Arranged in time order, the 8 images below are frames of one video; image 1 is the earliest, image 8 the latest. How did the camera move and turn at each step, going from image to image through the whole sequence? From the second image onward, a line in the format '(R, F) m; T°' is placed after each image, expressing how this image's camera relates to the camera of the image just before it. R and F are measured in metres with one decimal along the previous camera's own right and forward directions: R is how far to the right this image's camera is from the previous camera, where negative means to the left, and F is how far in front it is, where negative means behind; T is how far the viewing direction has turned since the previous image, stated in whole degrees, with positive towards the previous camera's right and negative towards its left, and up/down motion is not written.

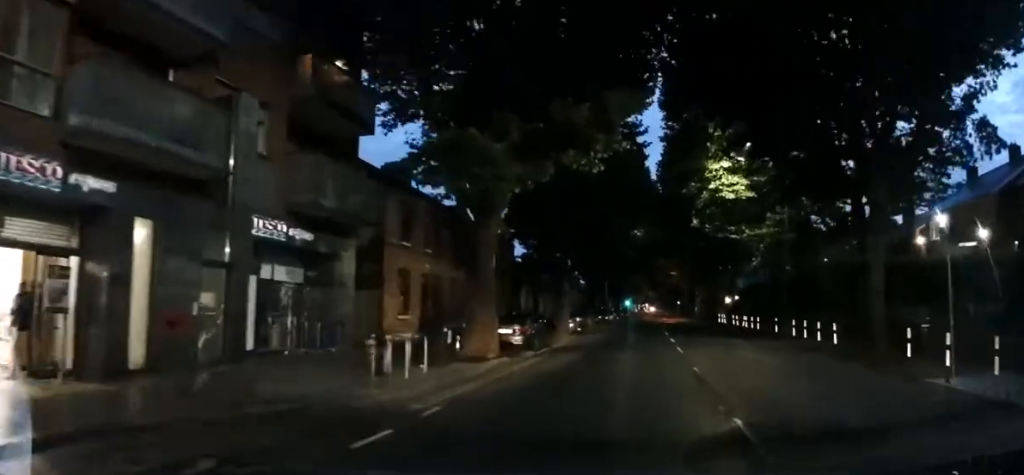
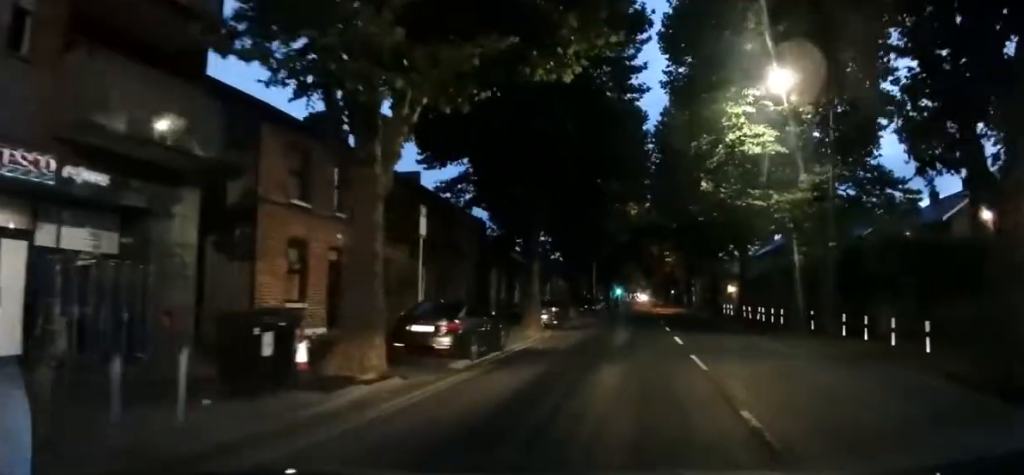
(+0.2, +7.6) m; +2°
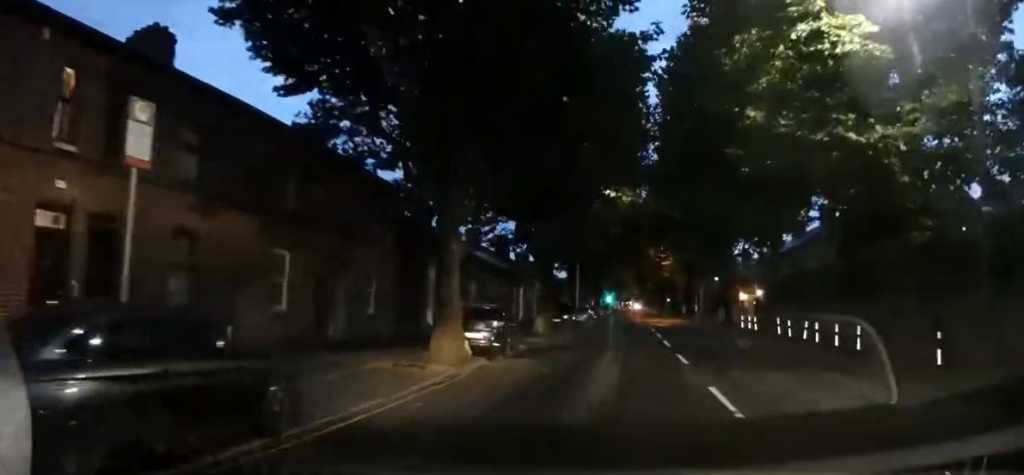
(0.0, +10.7) m; -1°
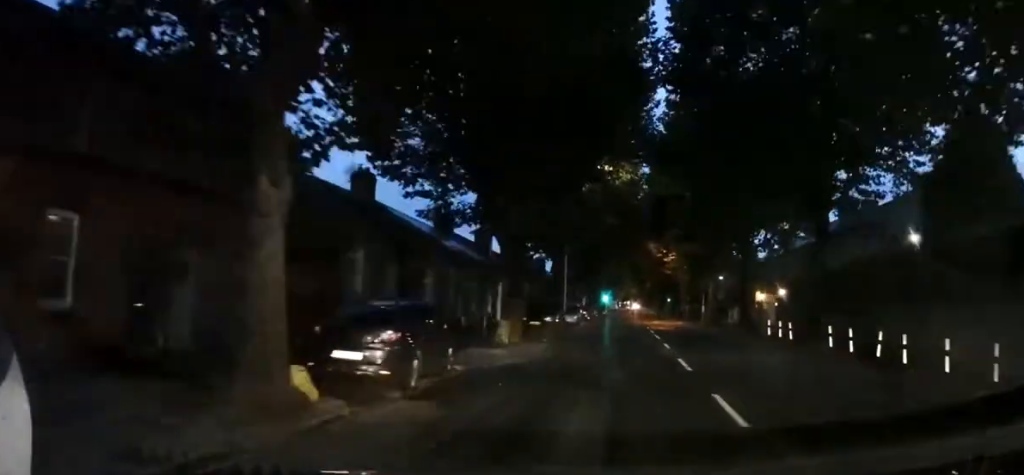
(-0.1, +7.6) m; 0°
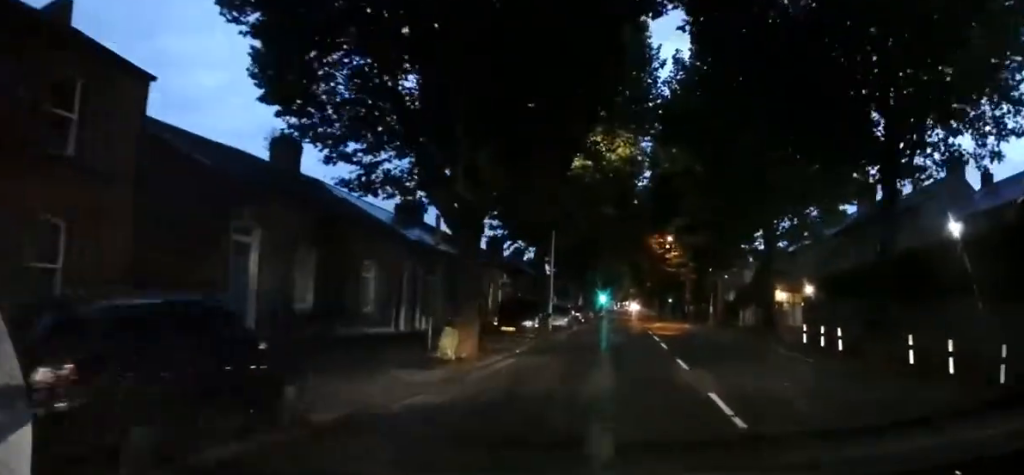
(-0.2, +6.3) m; 0°
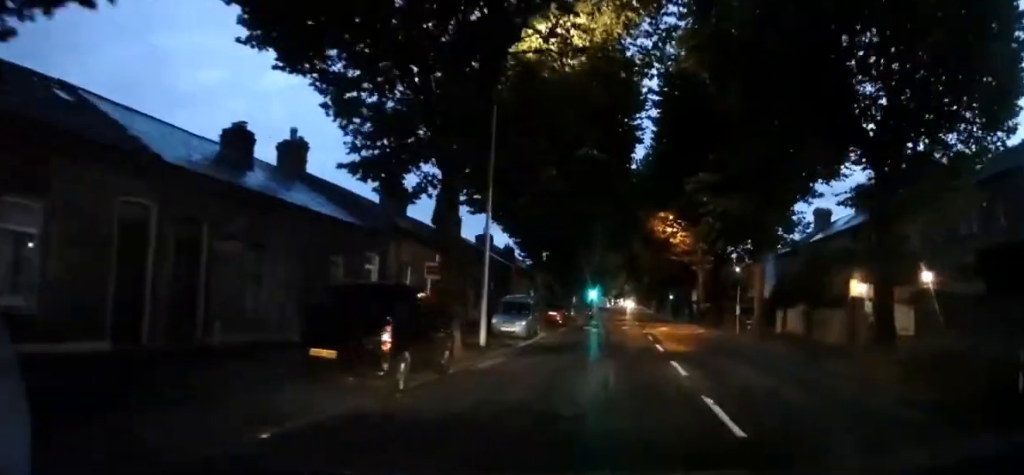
(+0.5, +13.7) m; +2°
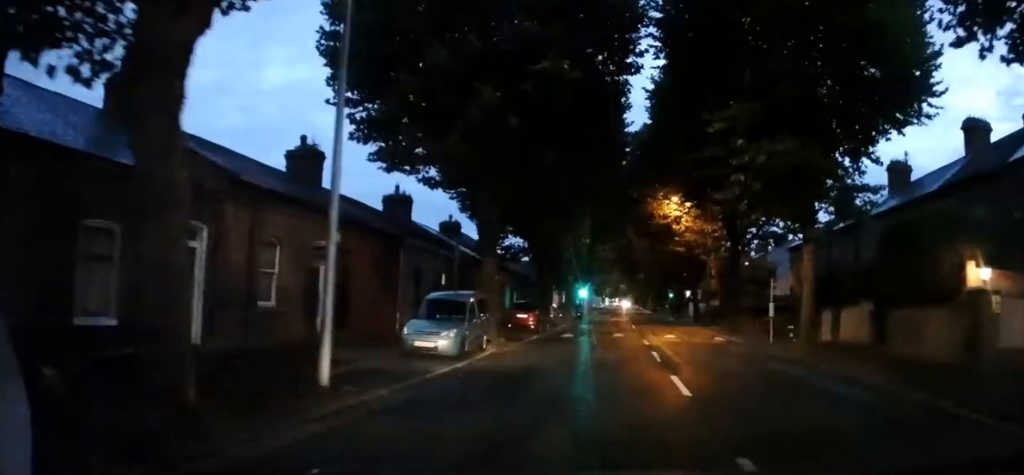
(+0.1, +9.2) m; -2°
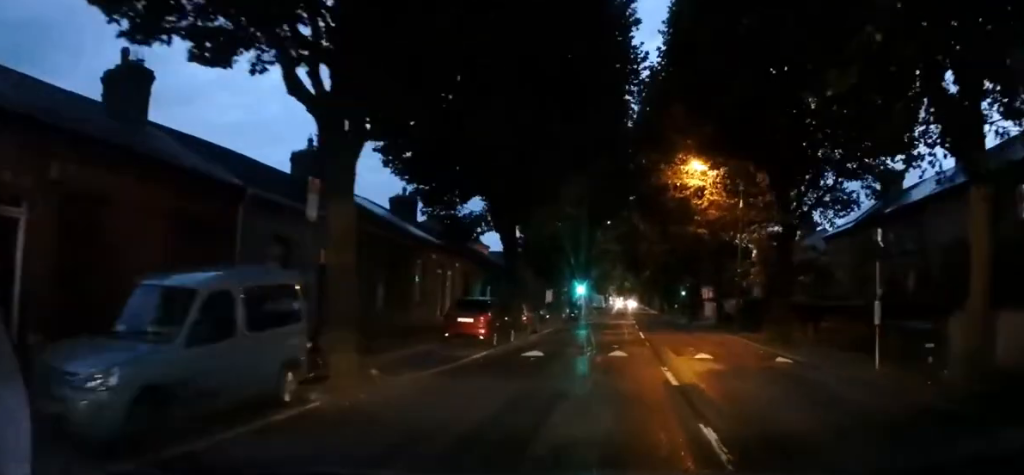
(-0.5, +10.9) m; -3°
